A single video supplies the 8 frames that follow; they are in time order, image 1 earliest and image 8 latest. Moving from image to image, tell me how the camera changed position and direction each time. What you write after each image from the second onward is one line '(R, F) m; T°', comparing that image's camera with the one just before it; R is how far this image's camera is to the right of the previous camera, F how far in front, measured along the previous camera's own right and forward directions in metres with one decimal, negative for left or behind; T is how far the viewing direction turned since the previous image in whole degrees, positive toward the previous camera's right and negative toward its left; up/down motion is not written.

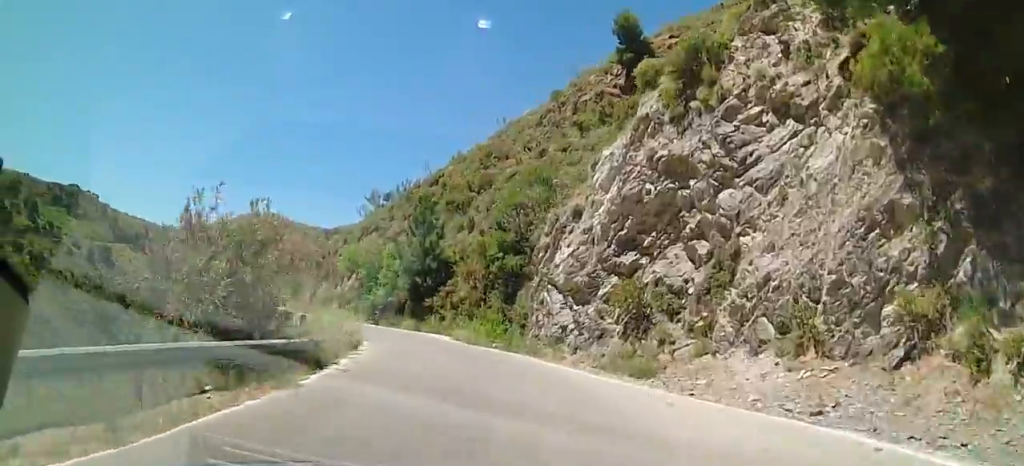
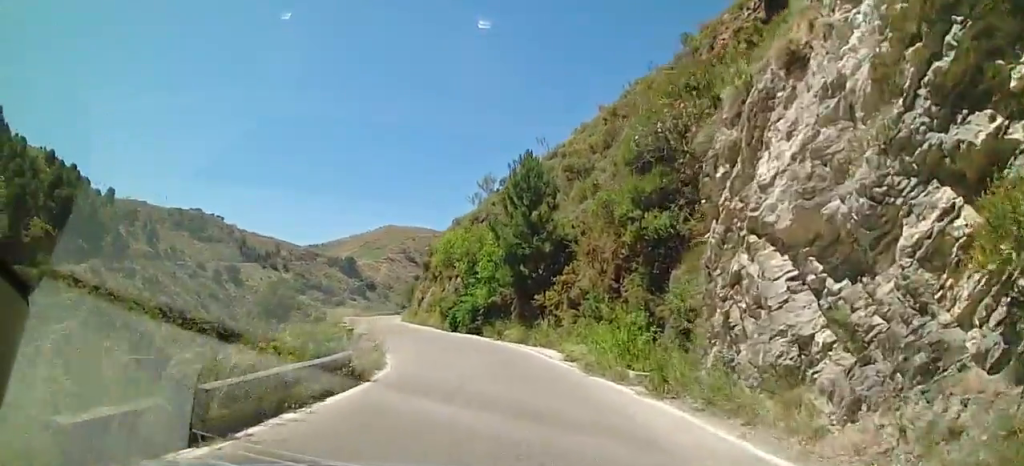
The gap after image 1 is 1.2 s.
(-1.4, +11.6) m; -14°
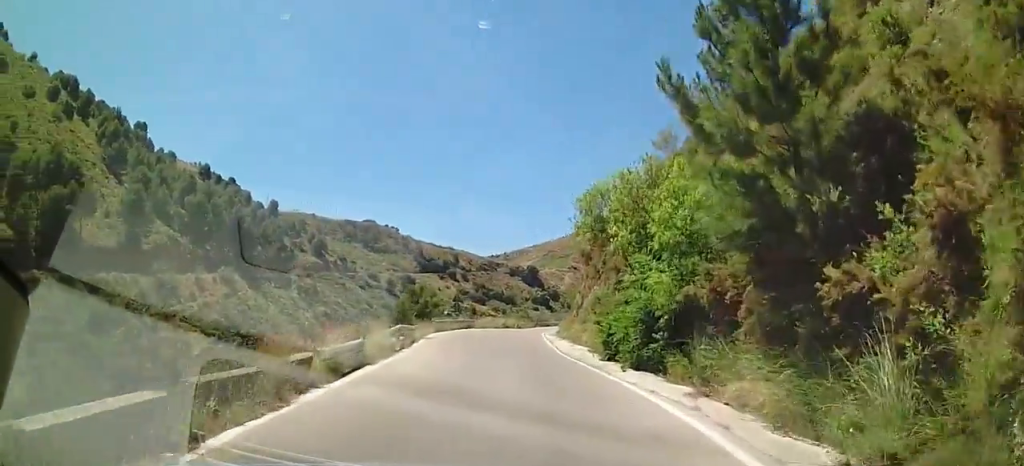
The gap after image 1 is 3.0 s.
(-2.6, +17.1) m; -17°
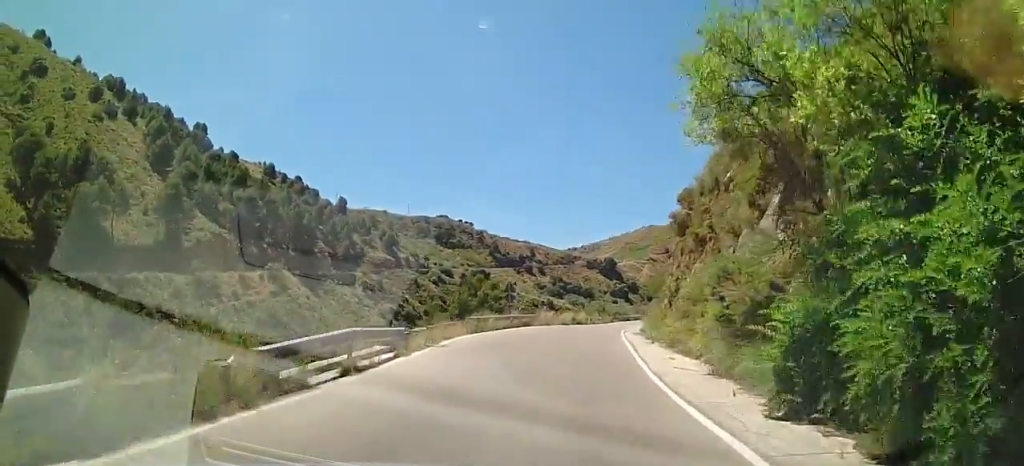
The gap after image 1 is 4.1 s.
(-1.1, +10.9) m; -10°
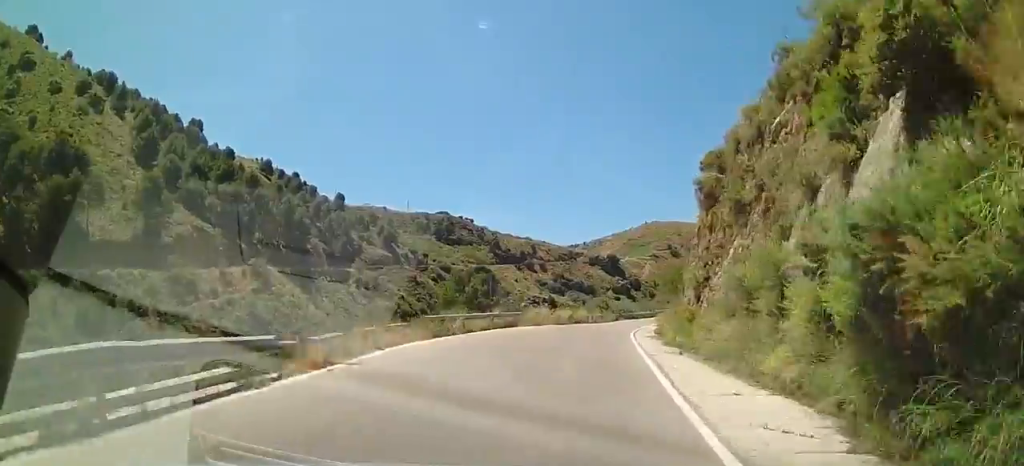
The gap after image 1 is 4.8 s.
(-0.3, +6.8) m; -3°
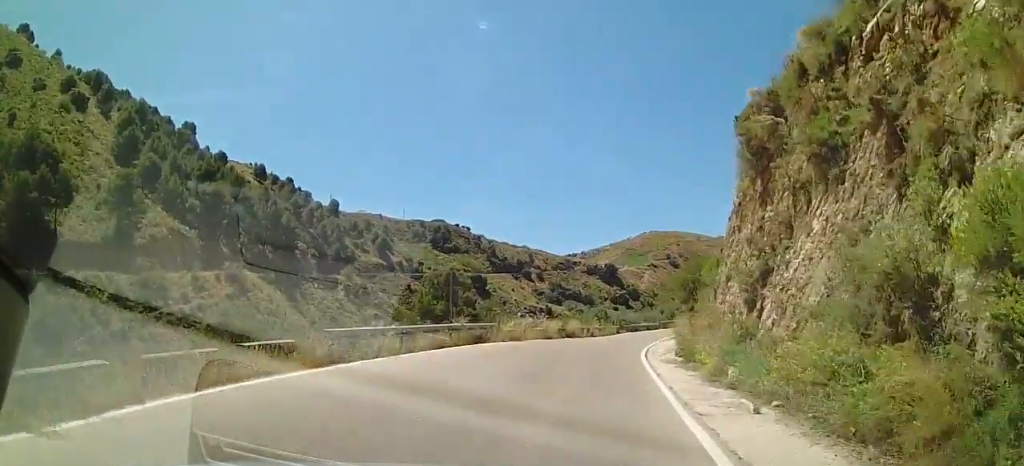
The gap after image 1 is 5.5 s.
(0.0, +7.3) m; 0°
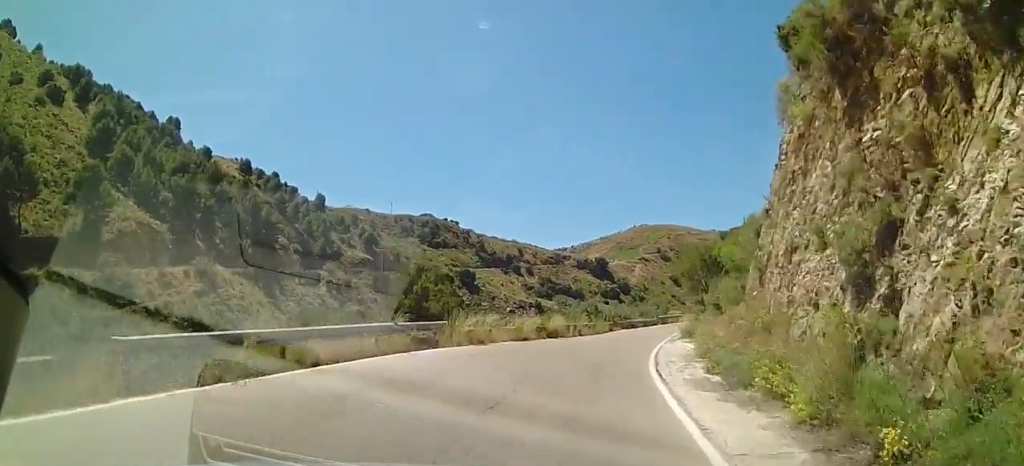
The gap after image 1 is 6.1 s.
(0.0, +6.2) m; 0°
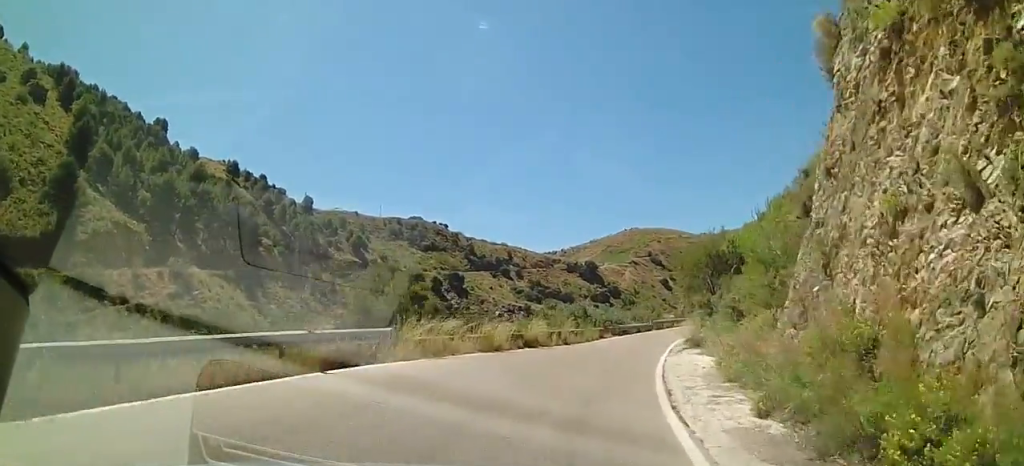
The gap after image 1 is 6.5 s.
(0.0, +4.2) m; +1°
